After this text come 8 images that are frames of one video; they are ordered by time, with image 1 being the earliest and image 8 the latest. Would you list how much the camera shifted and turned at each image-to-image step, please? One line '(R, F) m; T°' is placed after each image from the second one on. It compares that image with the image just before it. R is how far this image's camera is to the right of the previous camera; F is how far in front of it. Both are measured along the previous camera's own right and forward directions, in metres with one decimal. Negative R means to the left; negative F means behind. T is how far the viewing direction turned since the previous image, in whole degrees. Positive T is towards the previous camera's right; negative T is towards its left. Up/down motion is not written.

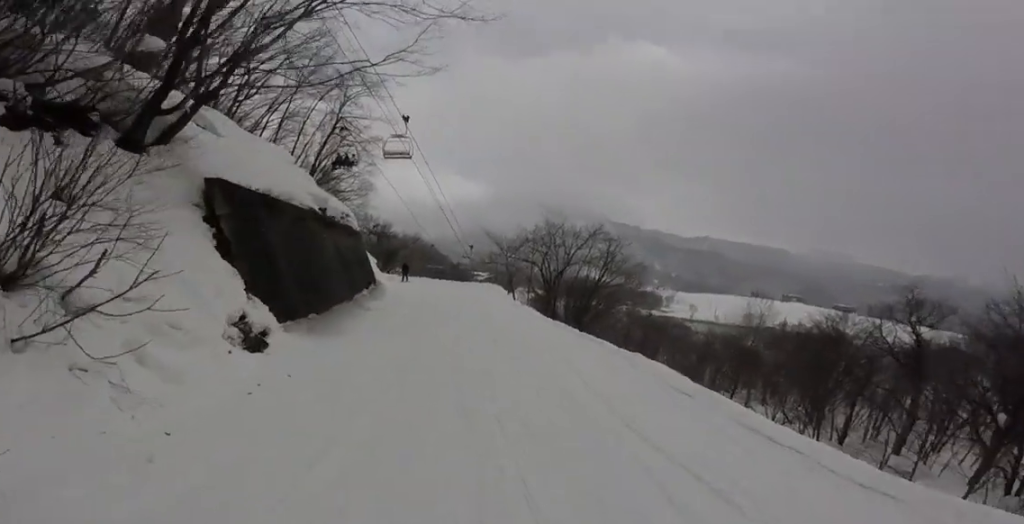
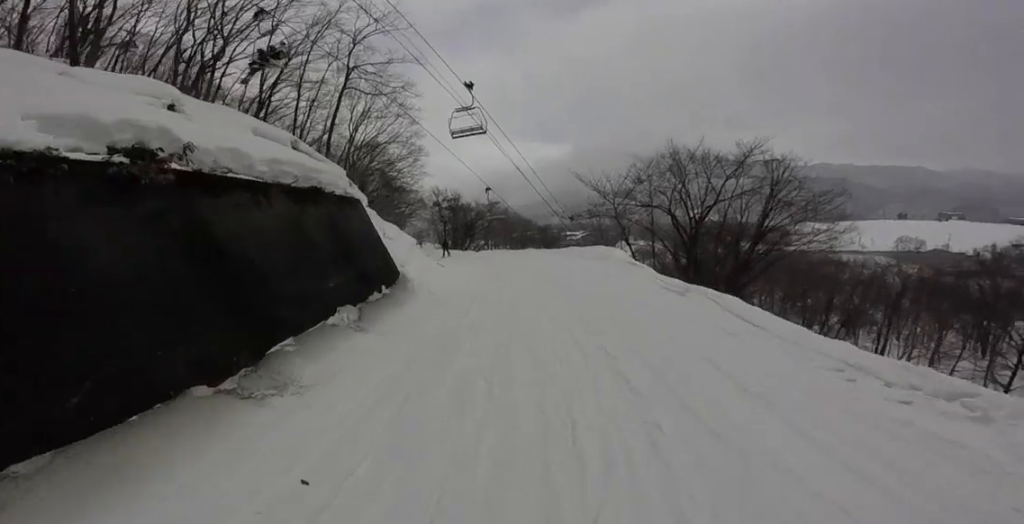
(-1.8, +9.0) m; -26°
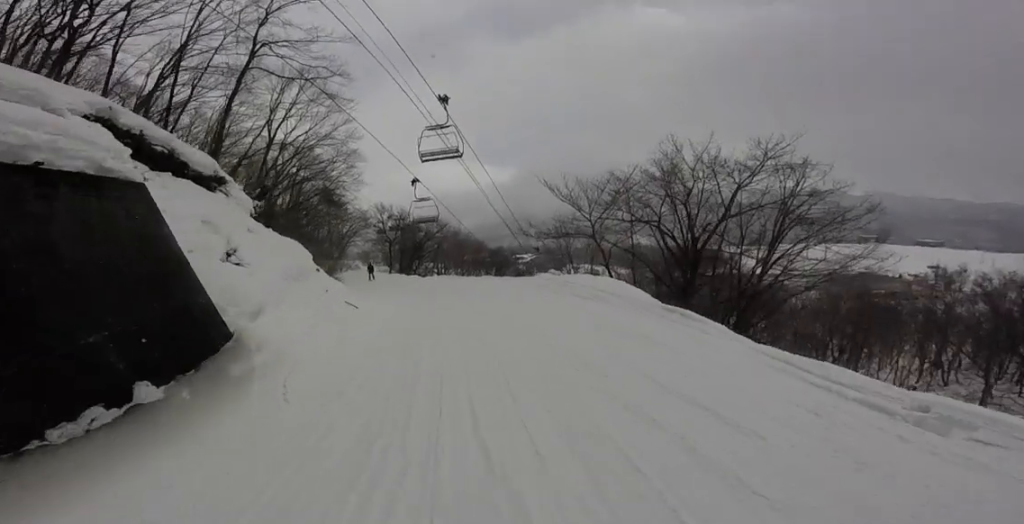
(-0.2, +6.0) m; -2°
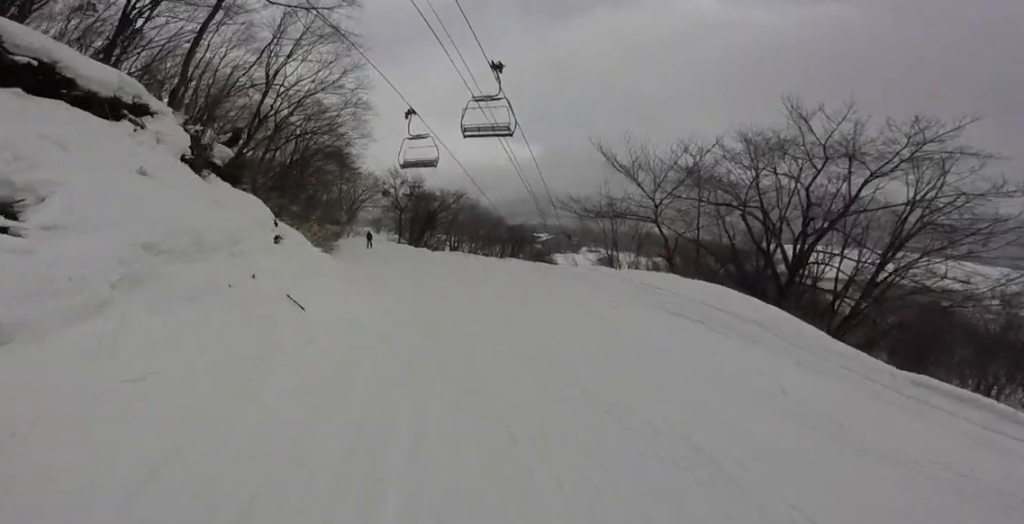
(0.0, +4.3) m; 0°
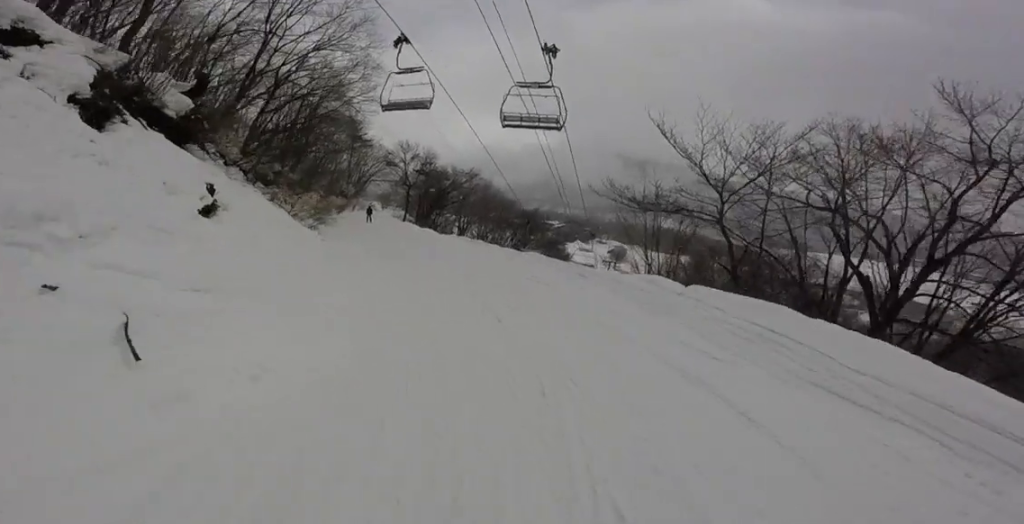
(0.0, +3.2) m; -1°
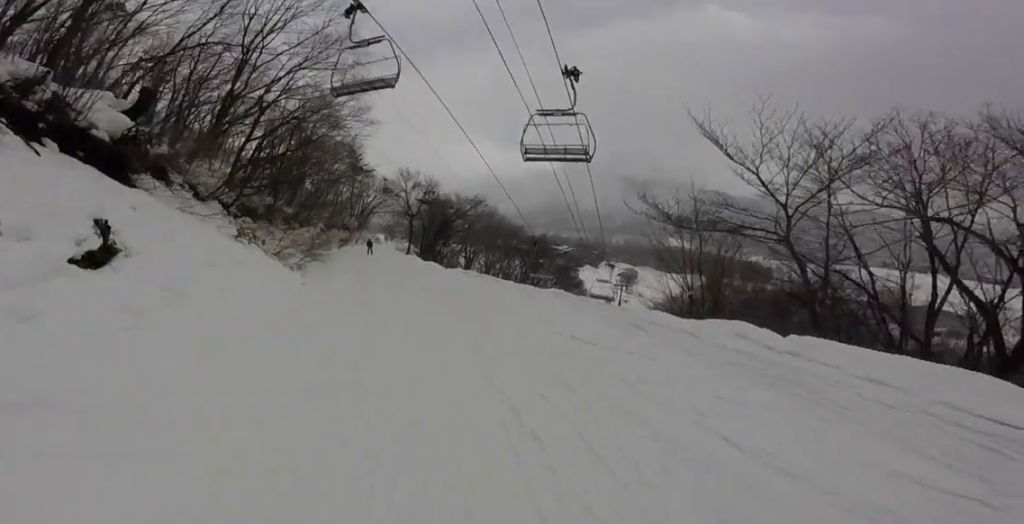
(0.0, +2.6) m; -3°
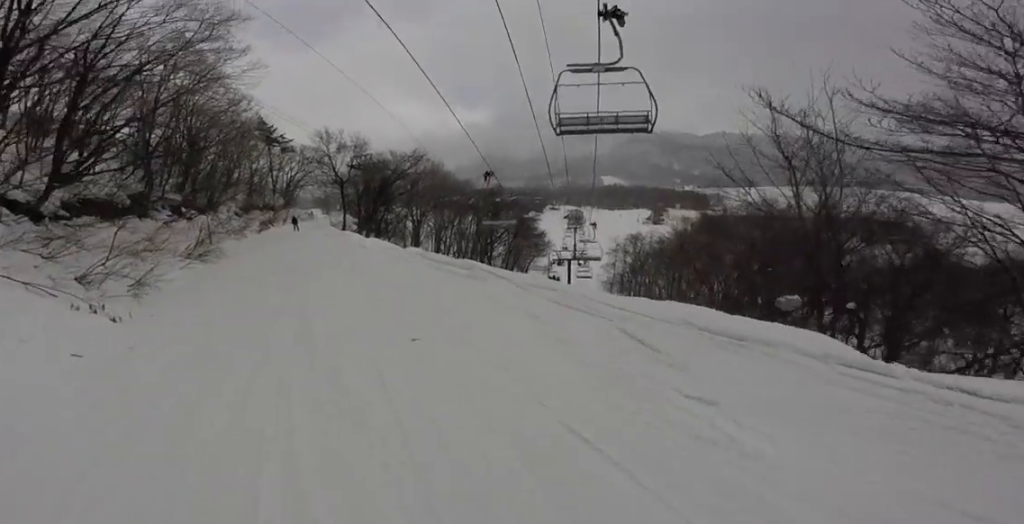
(-1.2, +6.7) m; -13°
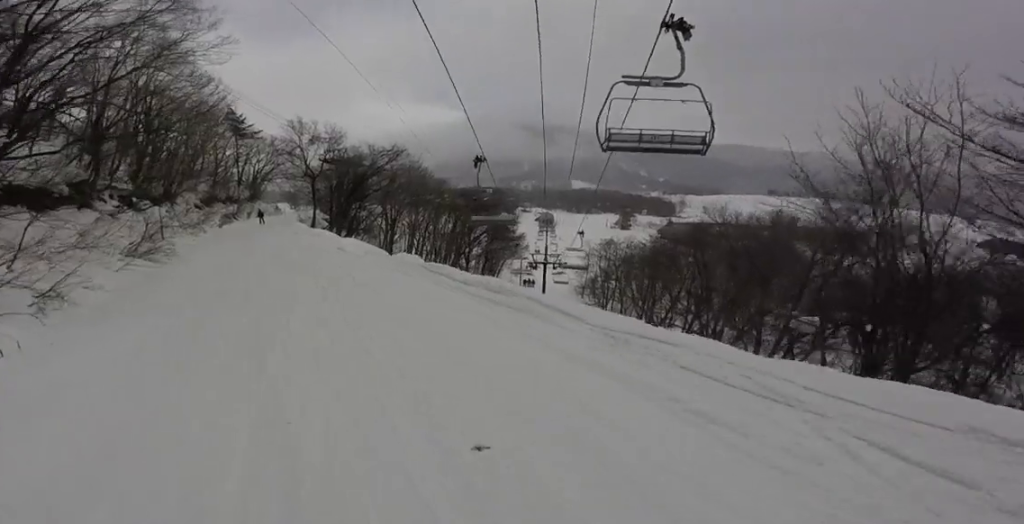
(-0.6, +2.4) m; 0°
